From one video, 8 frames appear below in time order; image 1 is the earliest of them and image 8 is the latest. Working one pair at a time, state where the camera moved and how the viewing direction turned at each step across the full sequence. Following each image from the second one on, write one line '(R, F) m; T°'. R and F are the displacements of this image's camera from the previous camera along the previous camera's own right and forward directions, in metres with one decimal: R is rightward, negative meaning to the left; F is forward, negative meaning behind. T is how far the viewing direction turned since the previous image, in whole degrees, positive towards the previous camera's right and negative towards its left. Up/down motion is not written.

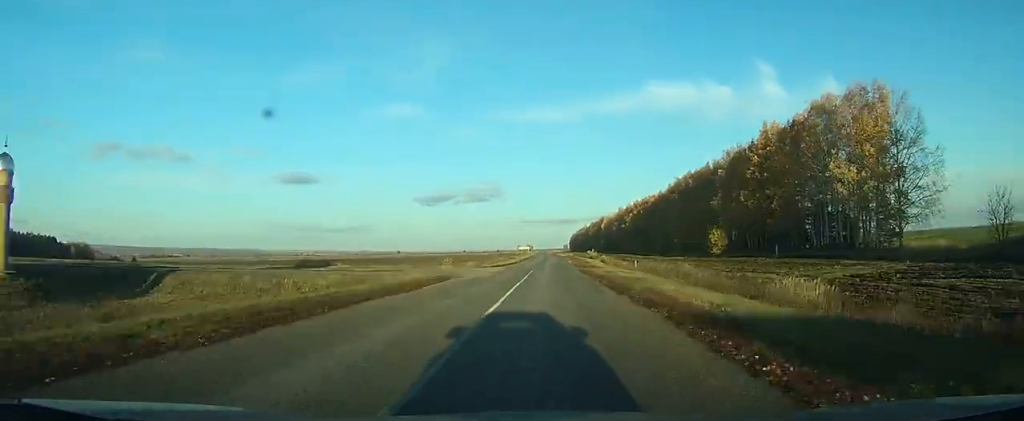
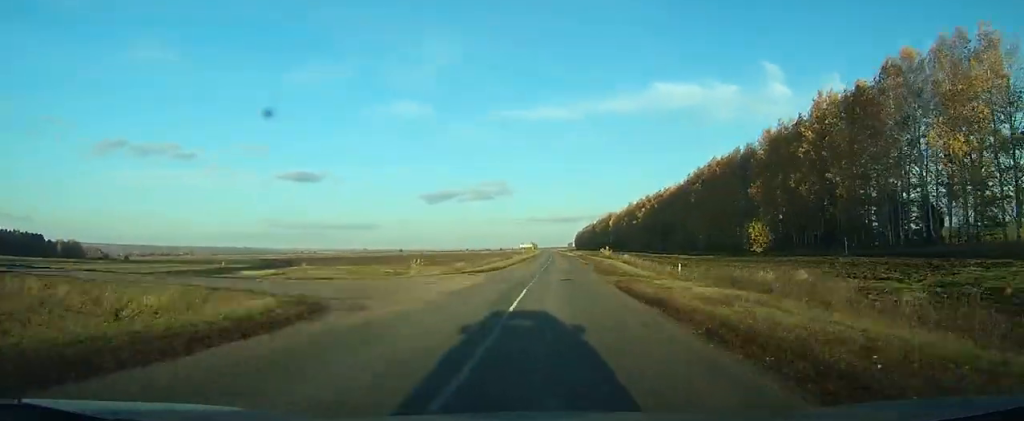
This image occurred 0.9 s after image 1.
(0.0, +18.7) m; 0°
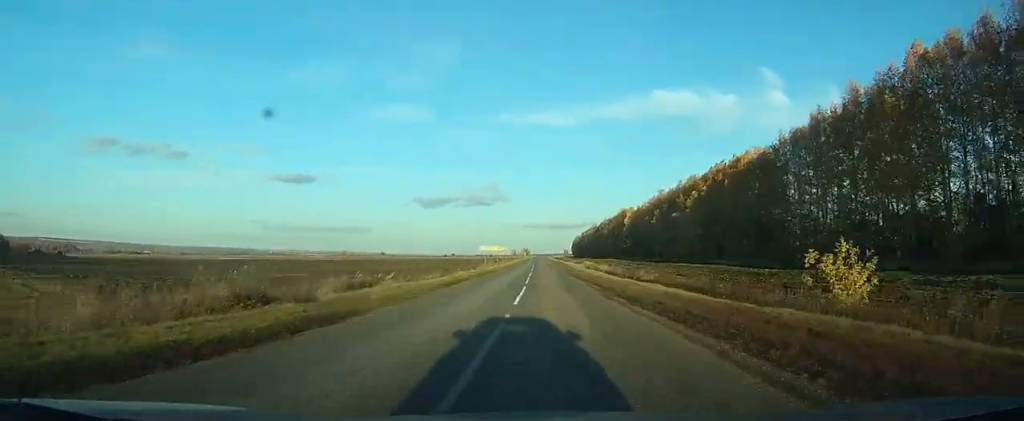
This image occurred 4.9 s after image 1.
(-0.1, +85.1) m; -1°
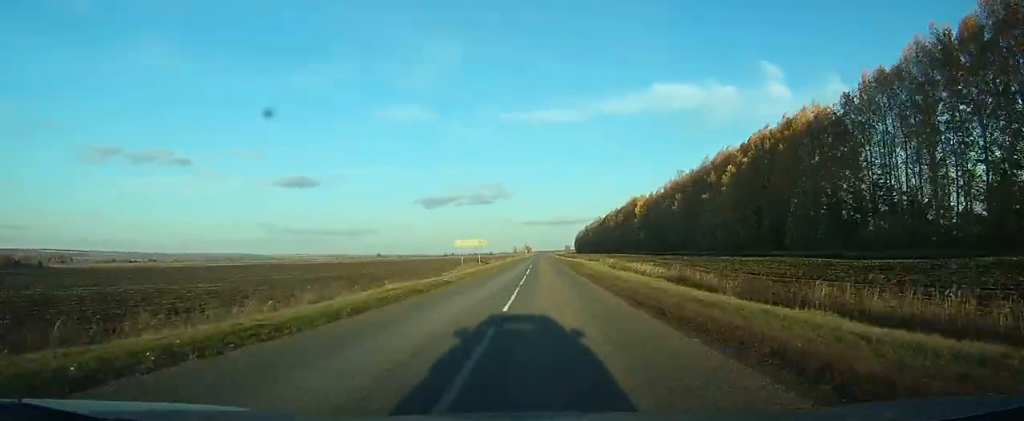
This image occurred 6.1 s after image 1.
(-0.2, +27.4) m; 0°
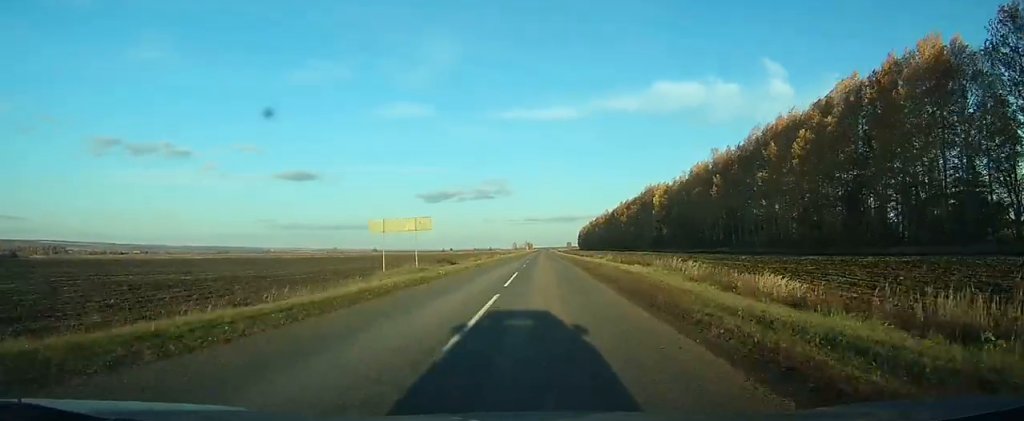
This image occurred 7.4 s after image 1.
(-0.1, +30.2) m; 0°
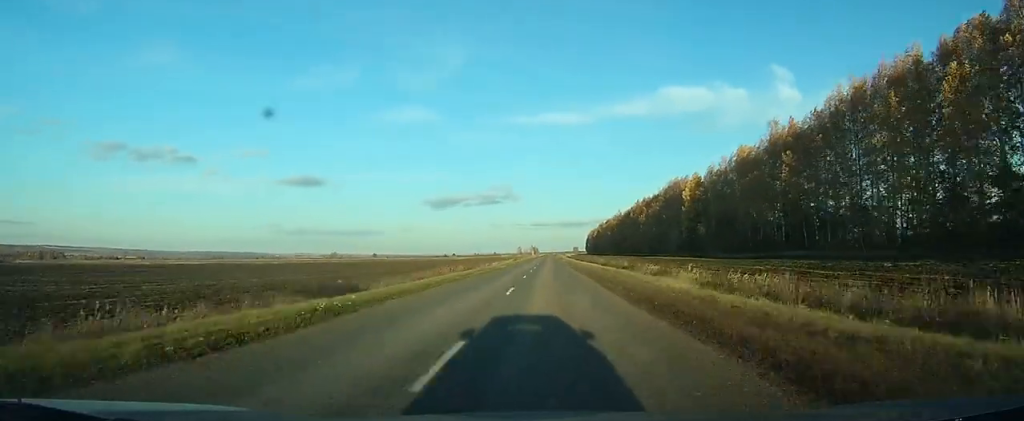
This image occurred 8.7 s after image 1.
(-0.1, +30.0) m; 0°
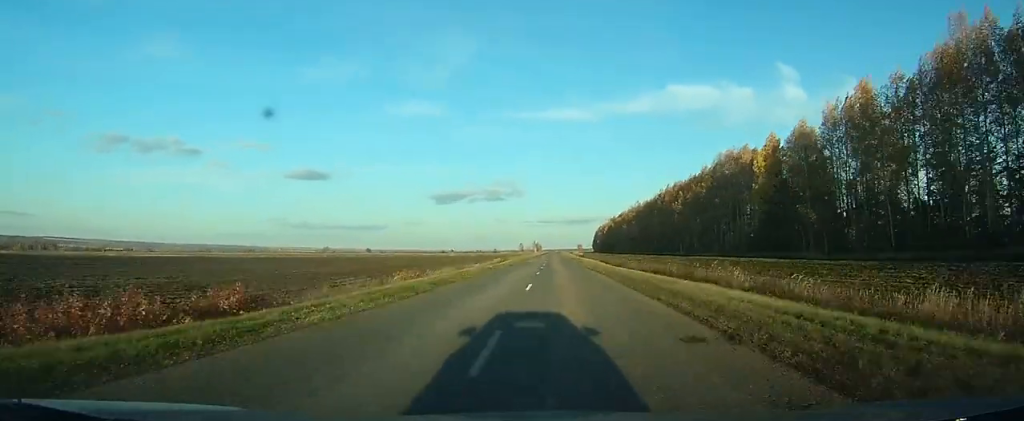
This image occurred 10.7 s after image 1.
(-0.1, +44.6) m; 0°
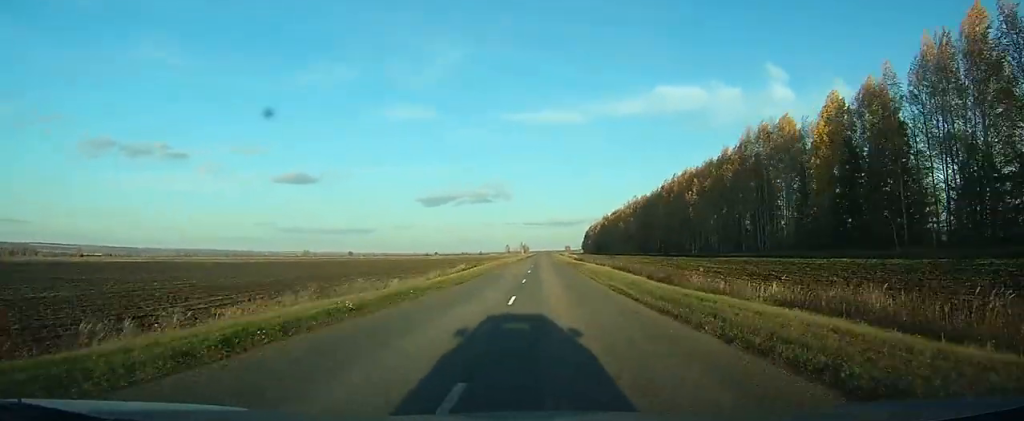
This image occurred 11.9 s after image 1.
(+0.3, +25.4) m; 0°
